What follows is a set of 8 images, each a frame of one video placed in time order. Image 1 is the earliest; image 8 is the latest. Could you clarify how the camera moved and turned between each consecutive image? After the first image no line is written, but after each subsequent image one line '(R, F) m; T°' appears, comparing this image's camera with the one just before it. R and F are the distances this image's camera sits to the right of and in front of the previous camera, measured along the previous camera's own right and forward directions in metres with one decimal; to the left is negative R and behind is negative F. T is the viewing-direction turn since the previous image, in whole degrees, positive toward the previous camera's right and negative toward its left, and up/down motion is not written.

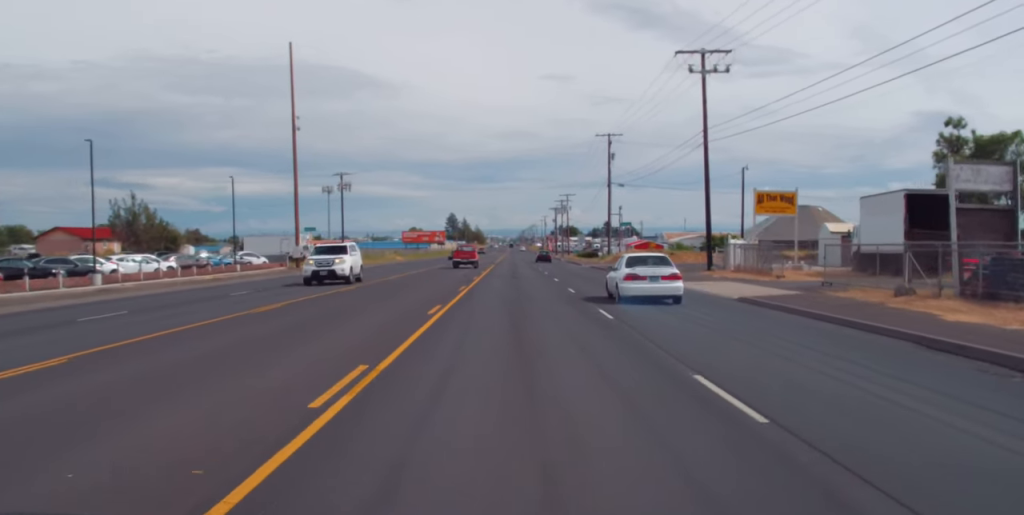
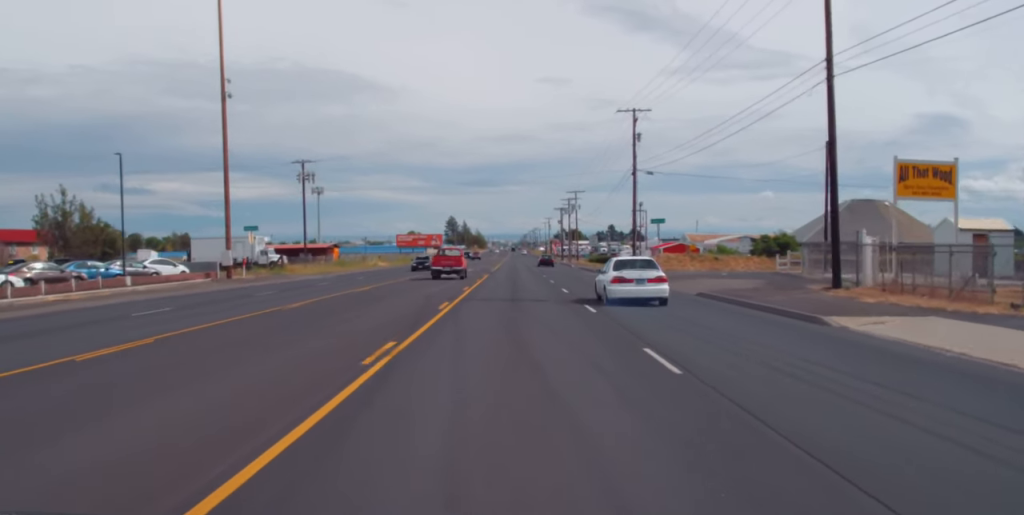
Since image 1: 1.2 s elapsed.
(-0.1, +20.6) m; -2°
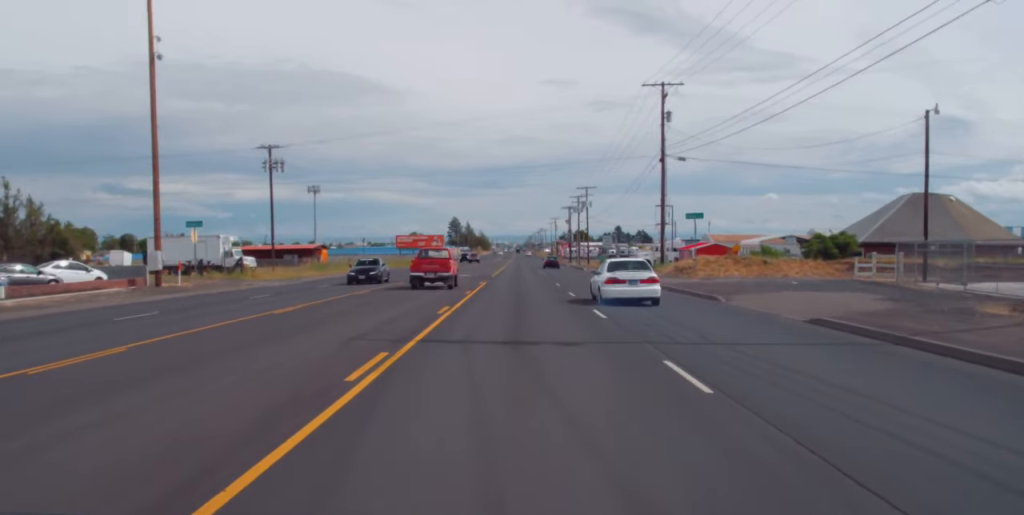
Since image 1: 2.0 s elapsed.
(-0.4, +13.6) m; 0°
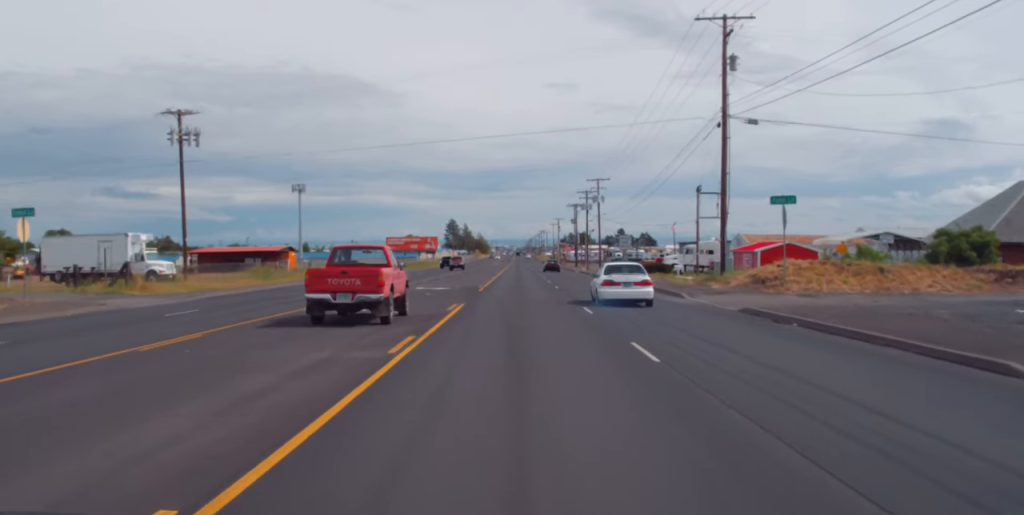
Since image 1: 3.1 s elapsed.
(+0.3, +20.8) m; 0°
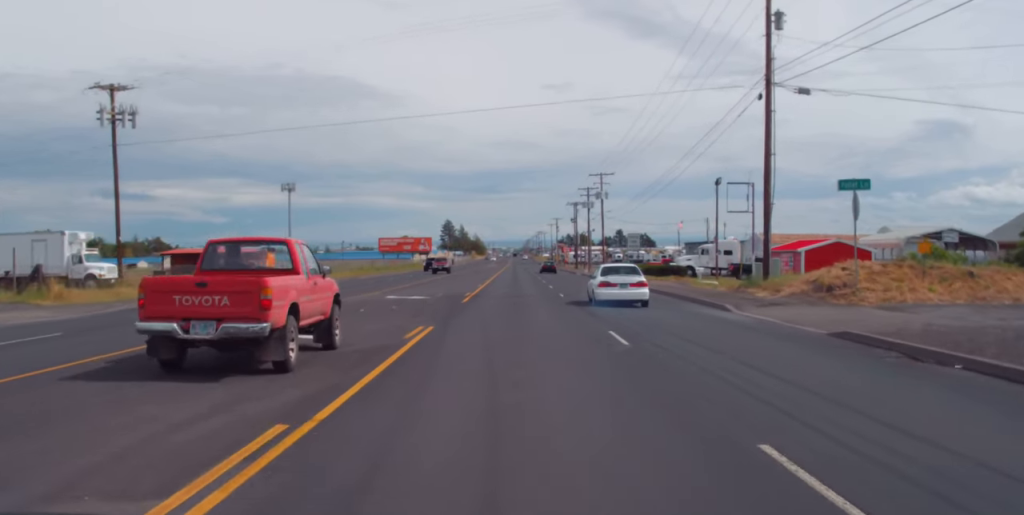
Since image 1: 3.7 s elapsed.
(-0.1, +9.4) m; 0°
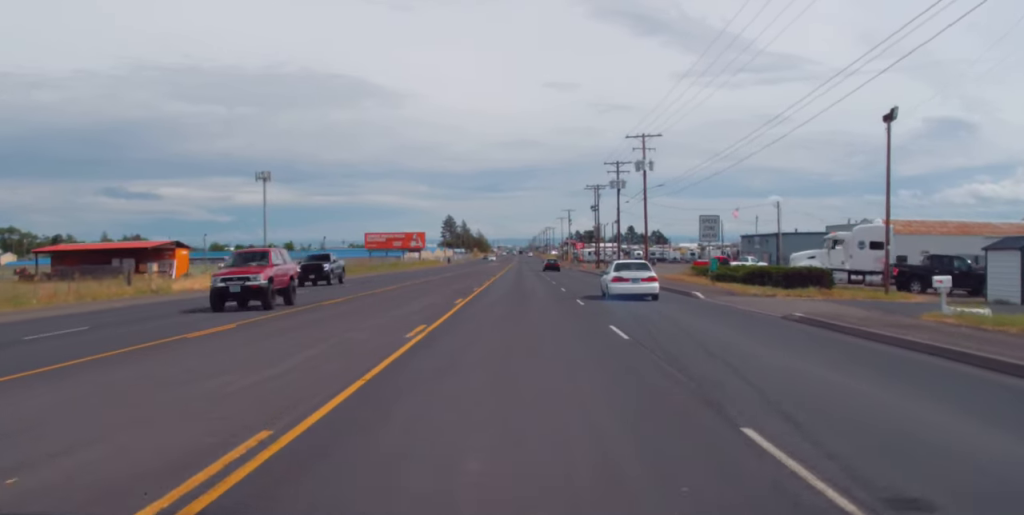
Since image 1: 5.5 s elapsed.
(+0.2, +33.7) m; +1°
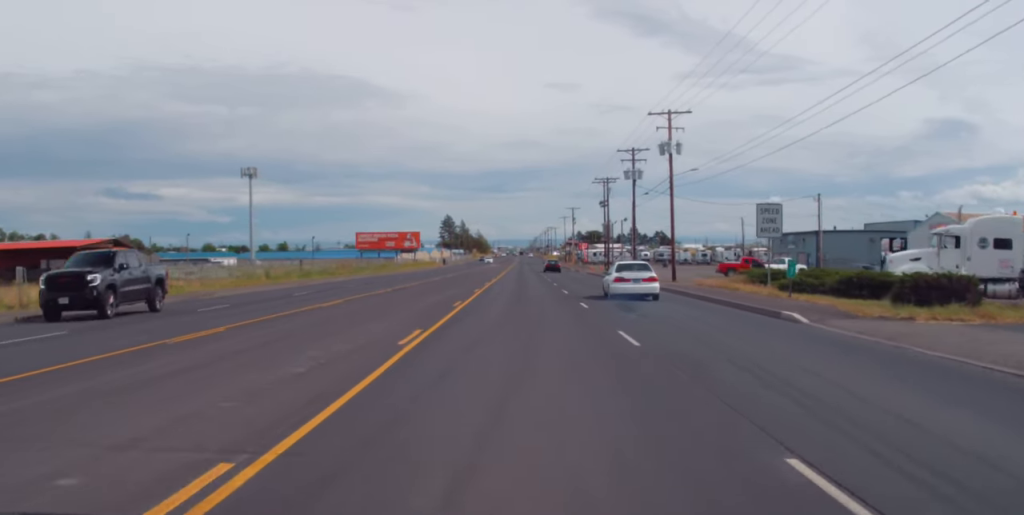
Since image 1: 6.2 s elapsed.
(+0.1, +13.5) m; 0°
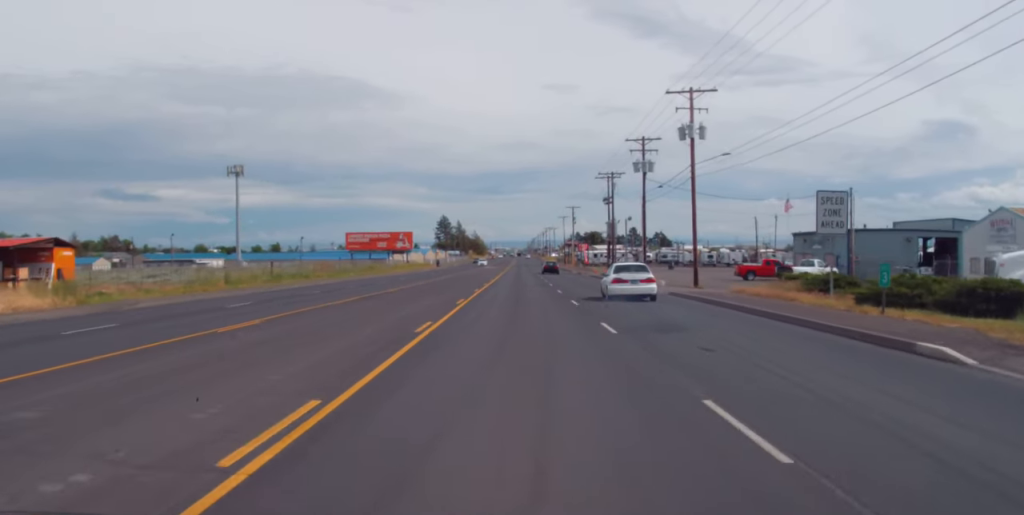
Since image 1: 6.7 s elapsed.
(-0.1, +9.3) m; 0°
